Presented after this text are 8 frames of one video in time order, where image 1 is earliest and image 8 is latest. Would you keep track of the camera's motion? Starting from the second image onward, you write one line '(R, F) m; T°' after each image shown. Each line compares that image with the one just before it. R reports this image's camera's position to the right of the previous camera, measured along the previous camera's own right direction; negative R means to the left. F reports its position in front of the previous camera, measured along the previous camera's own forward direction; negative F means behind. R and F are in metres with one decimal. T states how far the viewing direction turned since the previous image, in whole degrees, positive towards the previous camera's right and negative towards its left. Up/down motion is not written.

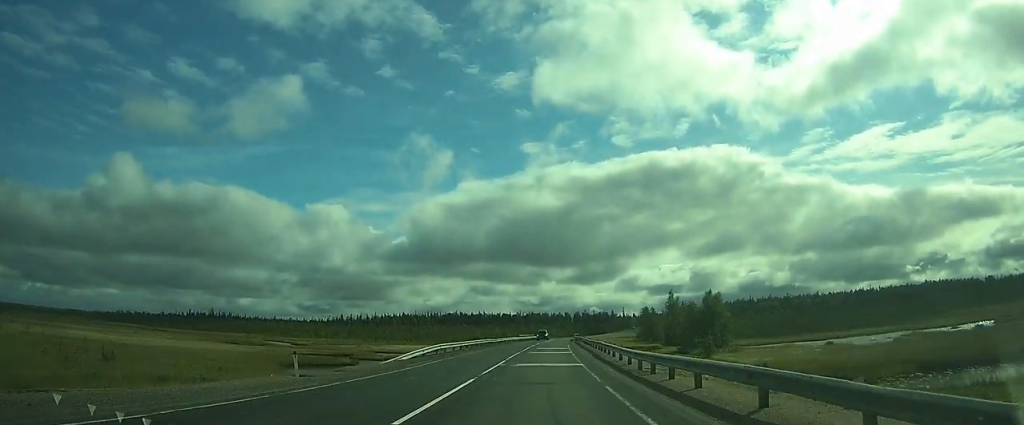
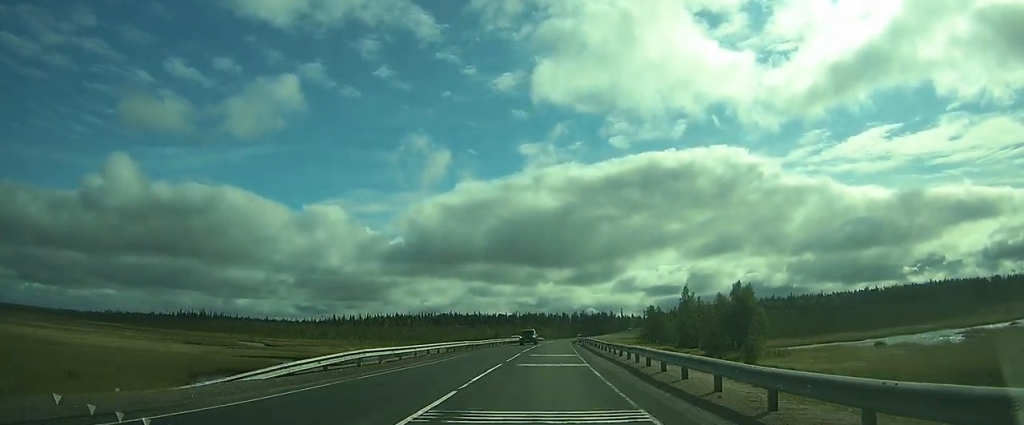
(0.0, +15.3) m; 0°
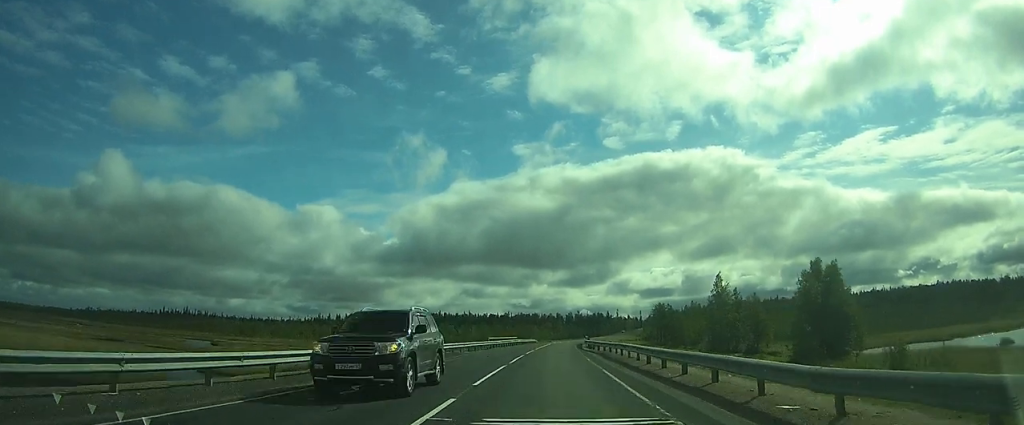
(+0.1, +24.7) m; +1°
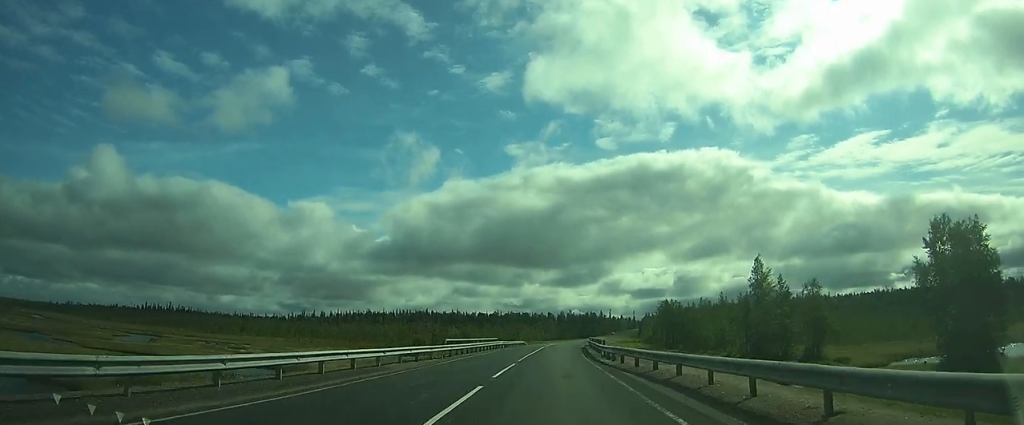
(+0.3, +19.5) m; +1°
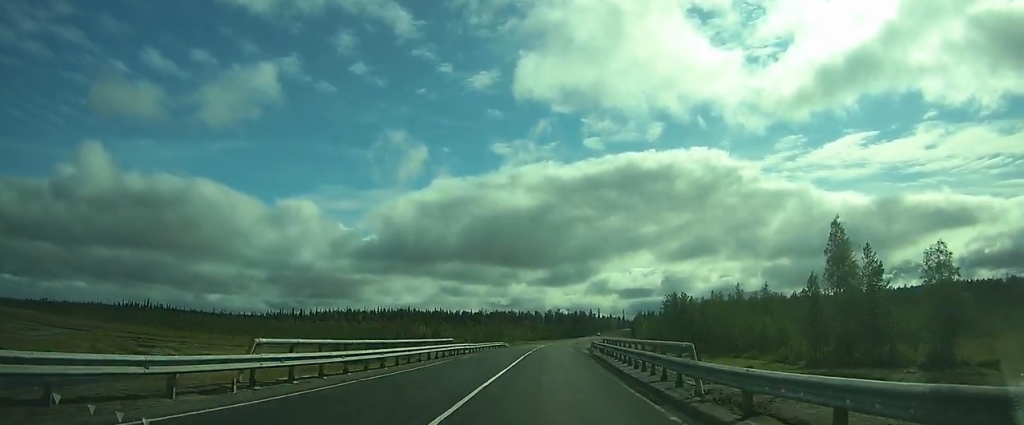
(+0.3, +21.5) m; +1°
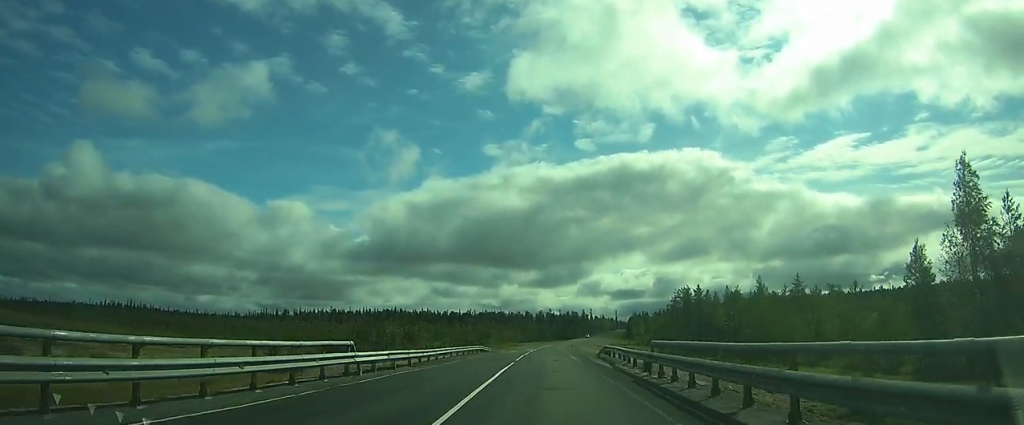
(+0.1, +17.2) m; +1°
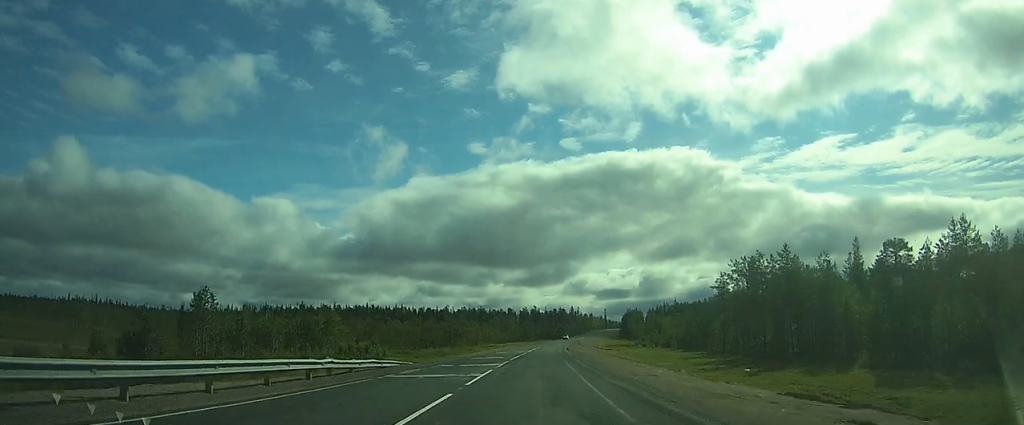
(+0.4, +40.1) m; +1°
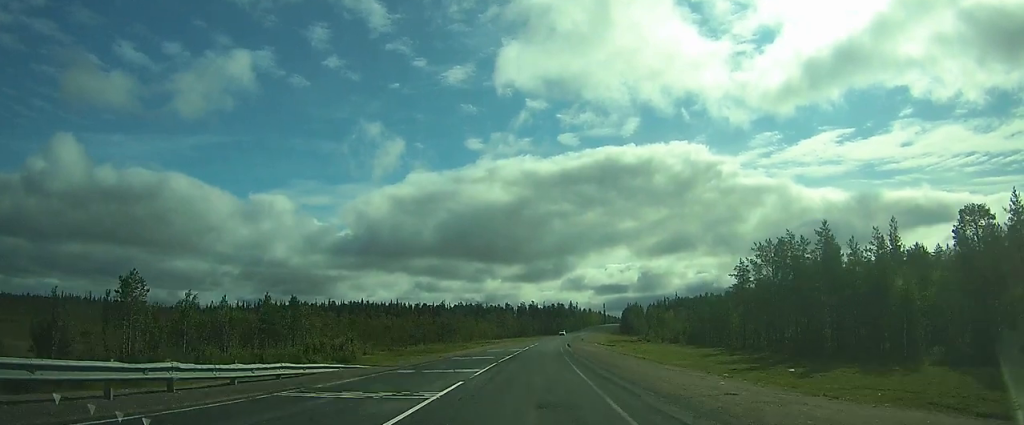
(0.0, +8.9) m; 0°
